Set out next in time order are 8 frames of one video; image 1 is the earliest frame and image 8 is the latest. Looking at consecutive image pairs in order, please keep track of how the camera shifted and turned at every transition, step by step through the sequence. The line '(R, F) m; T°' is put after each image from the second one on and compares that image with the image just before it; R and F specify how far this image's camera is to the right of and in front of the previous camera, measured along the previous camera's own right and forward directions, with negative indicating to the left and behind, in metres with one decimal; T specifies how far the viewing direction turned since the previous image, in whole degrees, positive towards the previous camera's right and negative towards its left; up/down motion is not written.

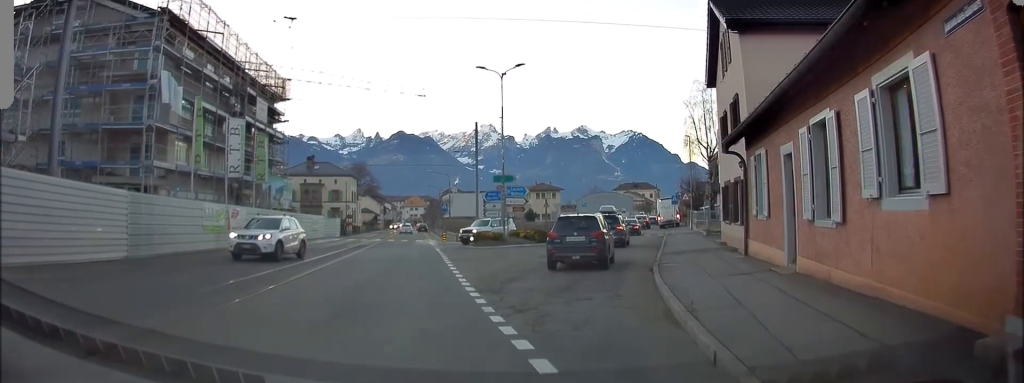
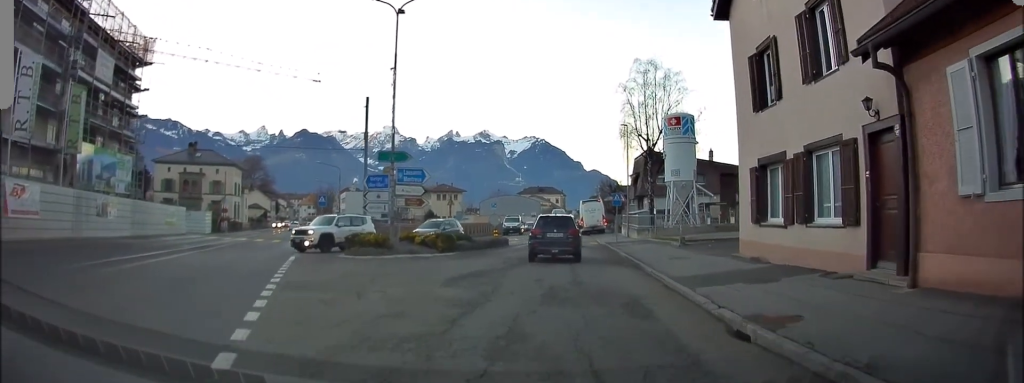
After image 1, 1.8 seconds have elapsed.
(+1.6, +9.4) m; +11°
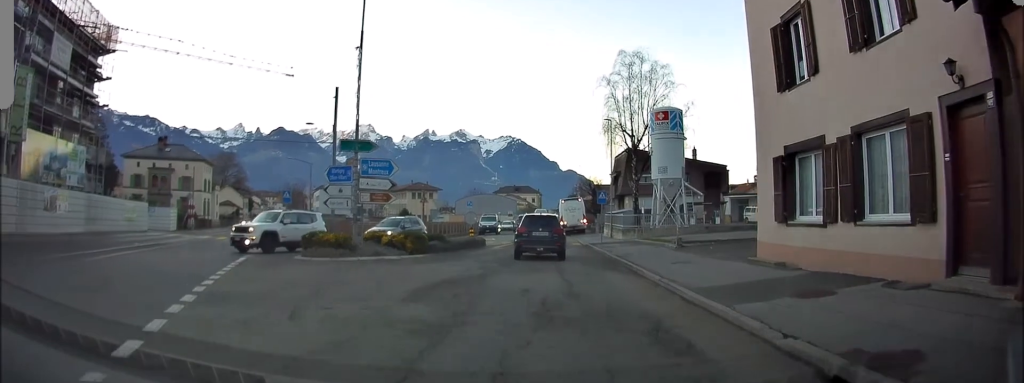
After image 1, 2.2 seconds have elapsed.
(0.0, +2.1) m; +1°
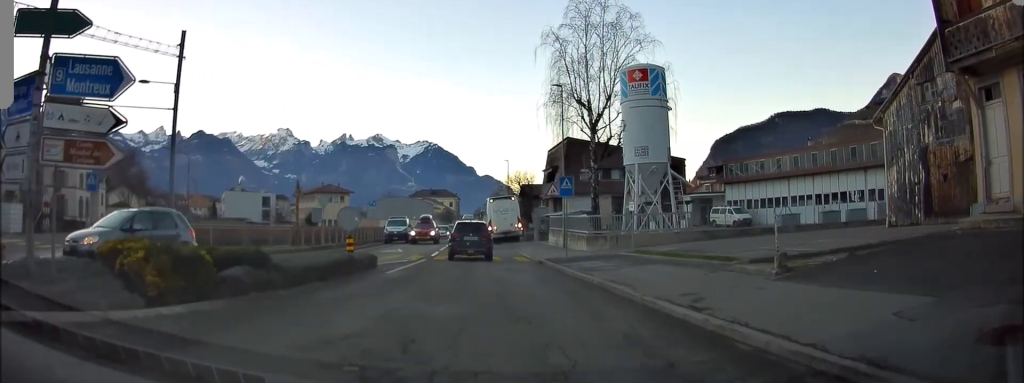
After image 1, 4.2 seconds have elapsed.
(+0.8, +10.7) m; +9°
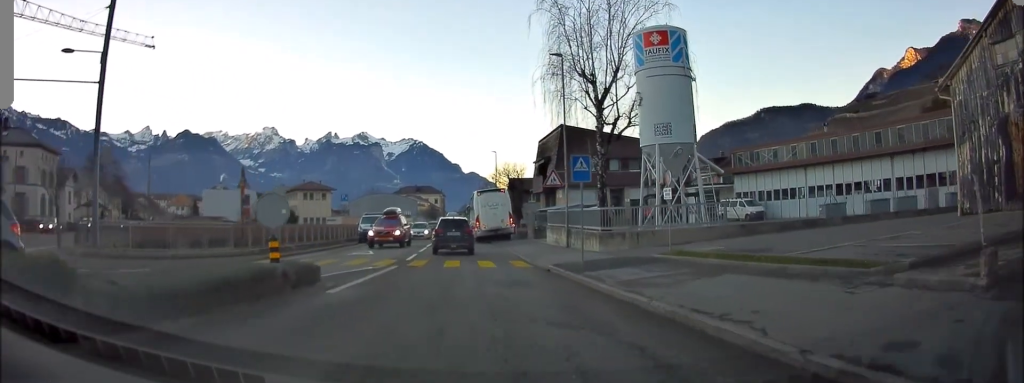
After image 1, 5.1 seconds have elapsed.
(0.0, +5.0) m; +4°
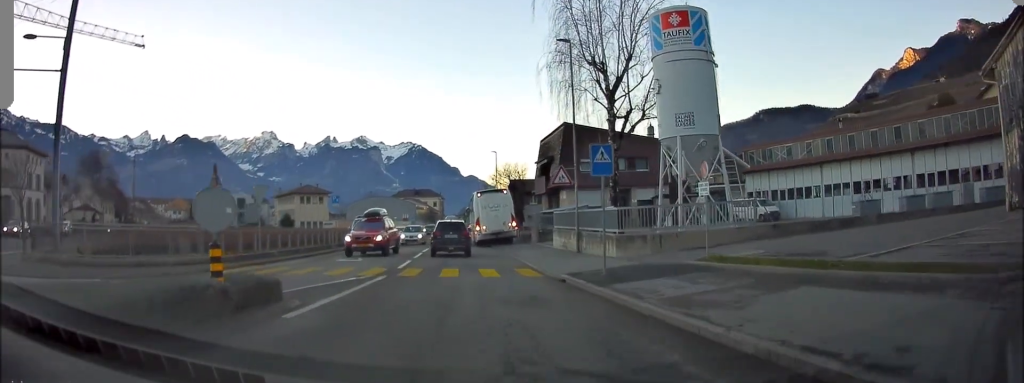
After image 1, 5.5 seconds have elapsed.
(+0.2, +2.3) m; +1°
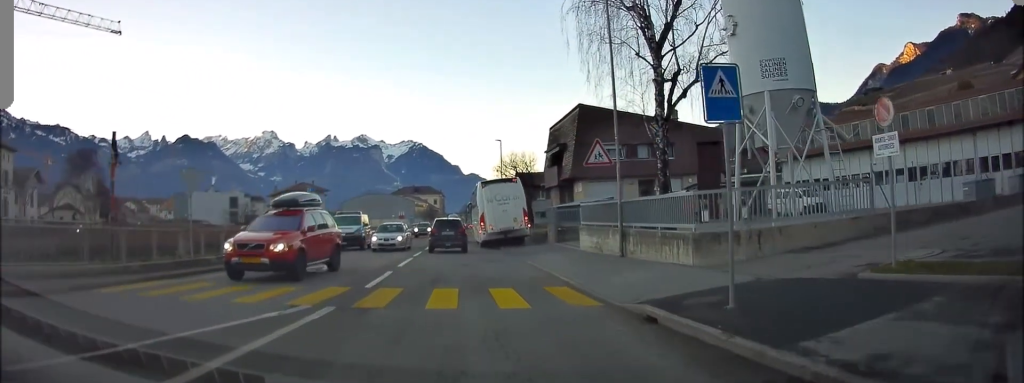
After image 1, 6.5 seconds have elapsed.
(+0.2, +5.9) m; +1°
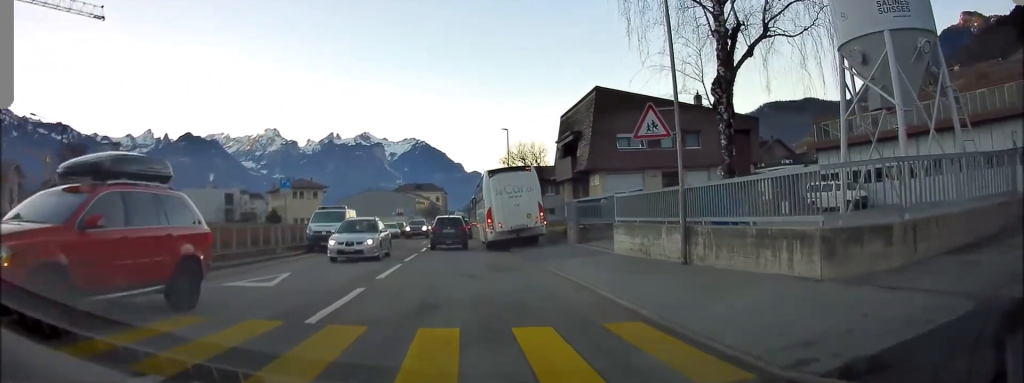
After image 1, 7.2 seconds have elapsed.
(0.0, +4.5) m; -1°
